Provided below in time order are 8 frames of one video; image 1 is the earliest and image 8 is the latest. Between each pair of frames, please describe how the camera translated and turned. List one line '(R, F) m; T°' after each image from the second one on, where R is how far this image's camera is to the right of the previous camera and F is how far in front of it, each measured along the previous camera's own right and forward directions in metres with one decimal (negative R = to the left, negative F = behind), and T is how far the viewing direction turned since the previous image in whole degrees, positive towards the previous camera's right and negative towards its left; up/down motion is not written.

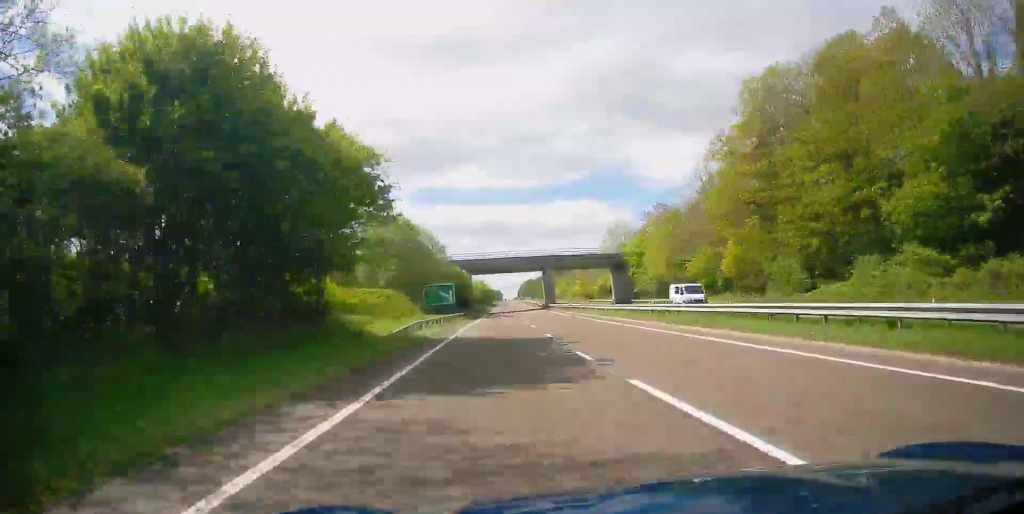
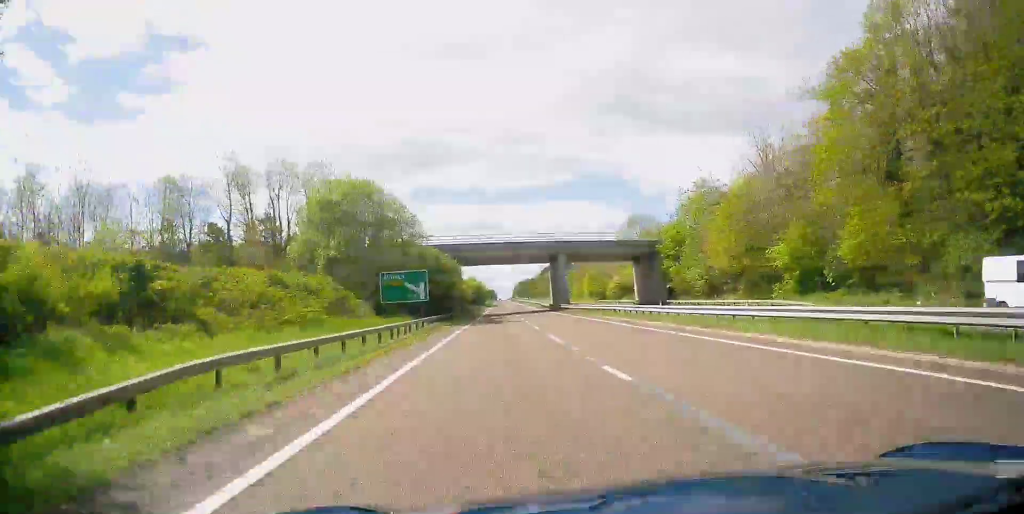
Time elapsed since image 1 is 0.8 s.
(0.0, +21.0) m; +1°
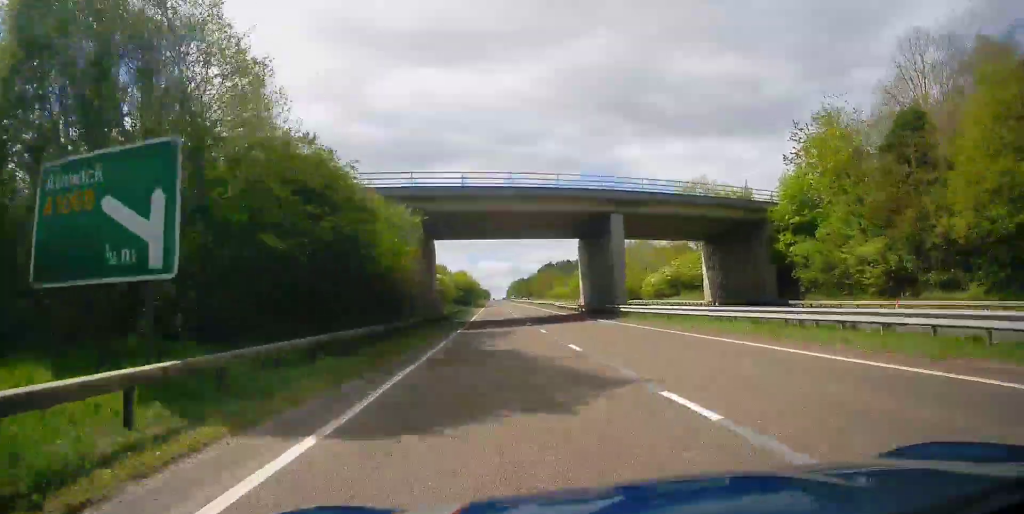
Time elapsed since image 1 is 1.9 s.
(+0.7, +30.9) m; +1°
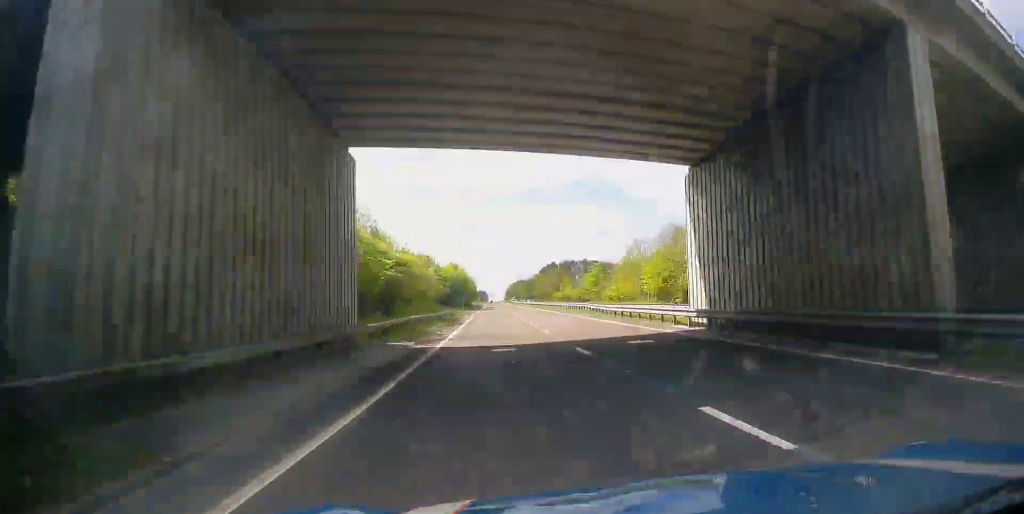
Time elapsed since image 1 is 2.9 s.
(0.0, +28.8) m; 0°
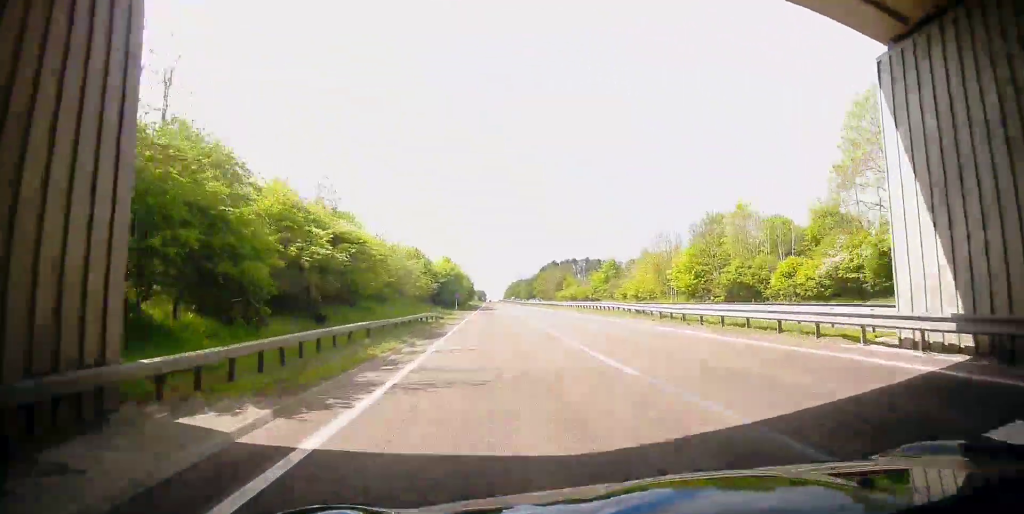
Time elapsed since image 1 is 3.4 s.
(0.0, +13.3) m; 0°
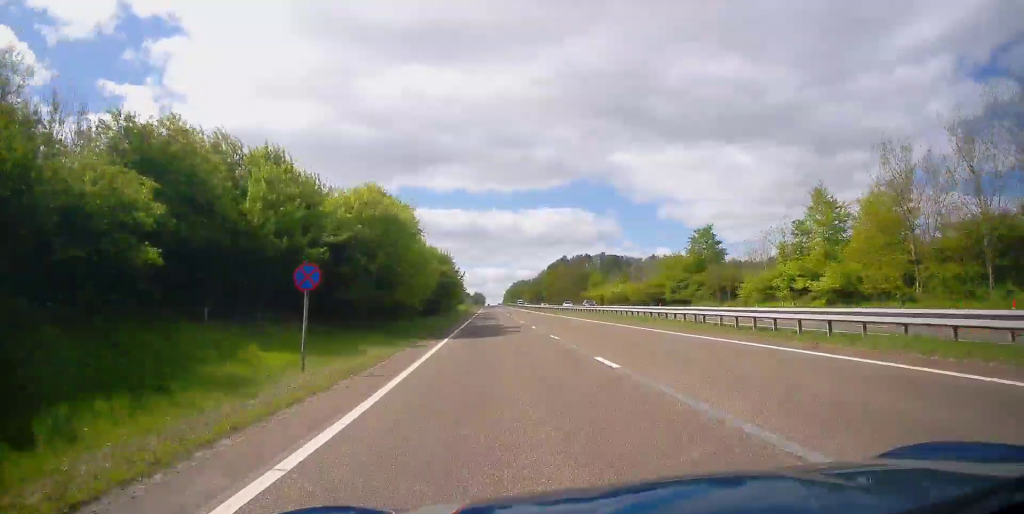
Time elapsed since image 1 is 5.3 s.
(-0.3, +53.4) m; 0°
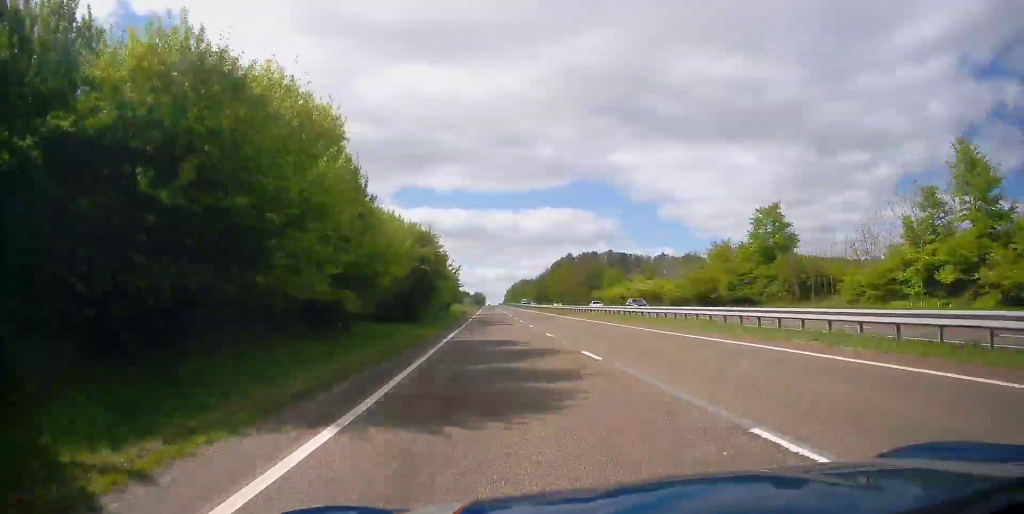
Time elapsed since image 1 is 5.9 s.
(+0.1, +16.7) m; +1°
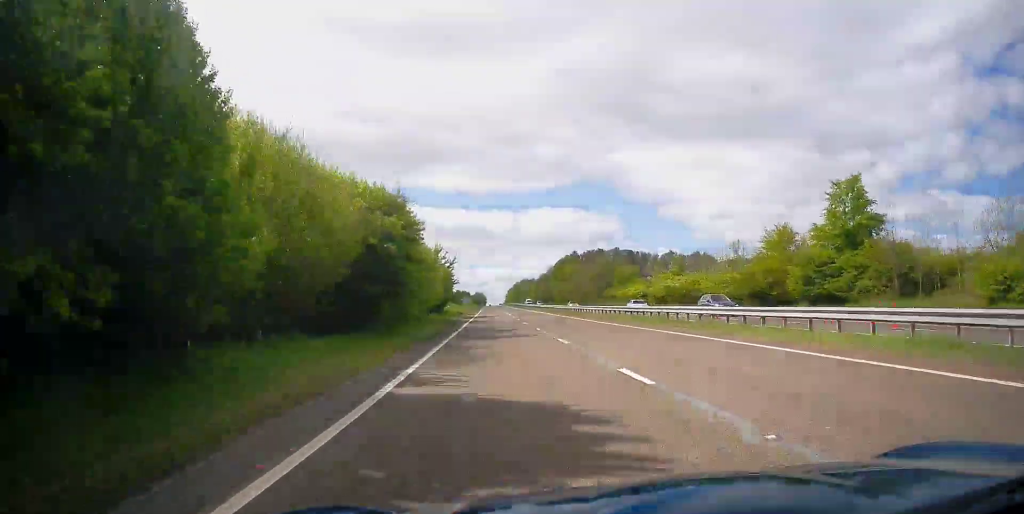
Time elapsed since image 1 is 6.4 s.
(+0.2, +13.3) m; +1°
